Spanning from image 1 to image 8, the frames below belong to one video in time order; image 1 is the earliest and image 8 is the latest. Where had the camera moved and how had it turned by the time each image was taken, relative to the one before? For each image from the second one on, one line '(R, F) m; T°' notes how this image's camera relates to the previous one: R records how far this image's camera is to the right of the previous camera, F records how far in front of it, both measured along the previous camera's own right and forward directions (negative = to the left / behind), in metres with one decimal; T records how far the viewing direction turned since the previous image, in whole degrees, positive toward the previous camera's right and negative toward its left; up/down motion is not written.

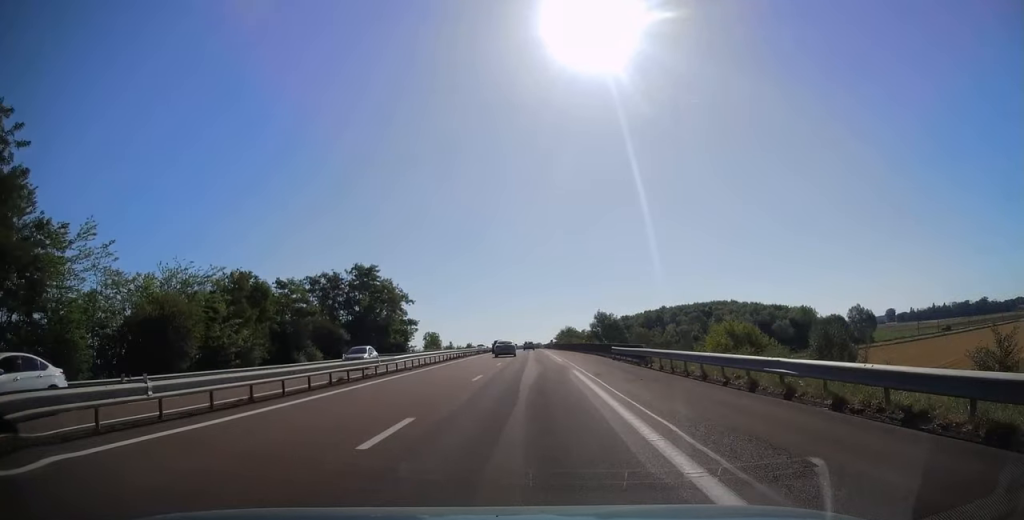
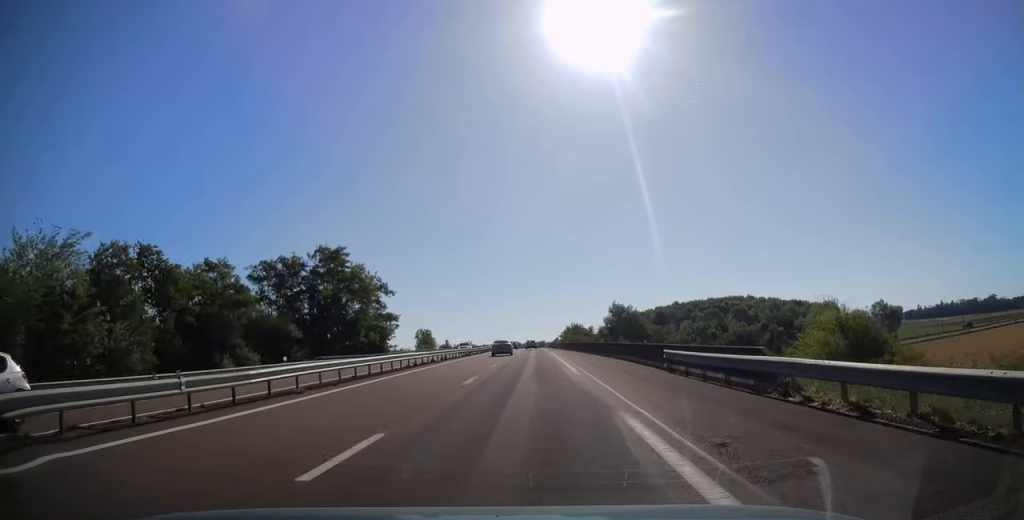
(-0.2, +14.9) m; -1°
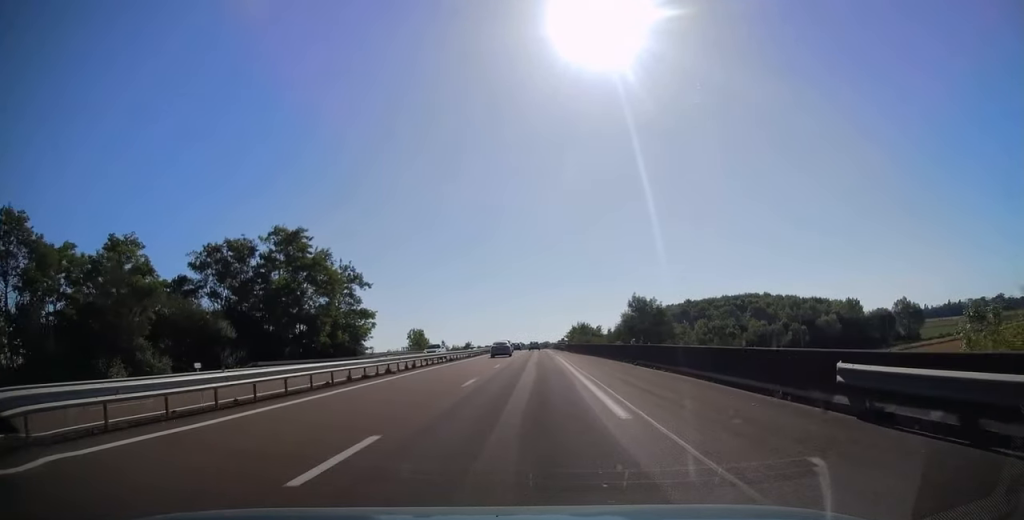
(0.0, +12.8) m; -1°
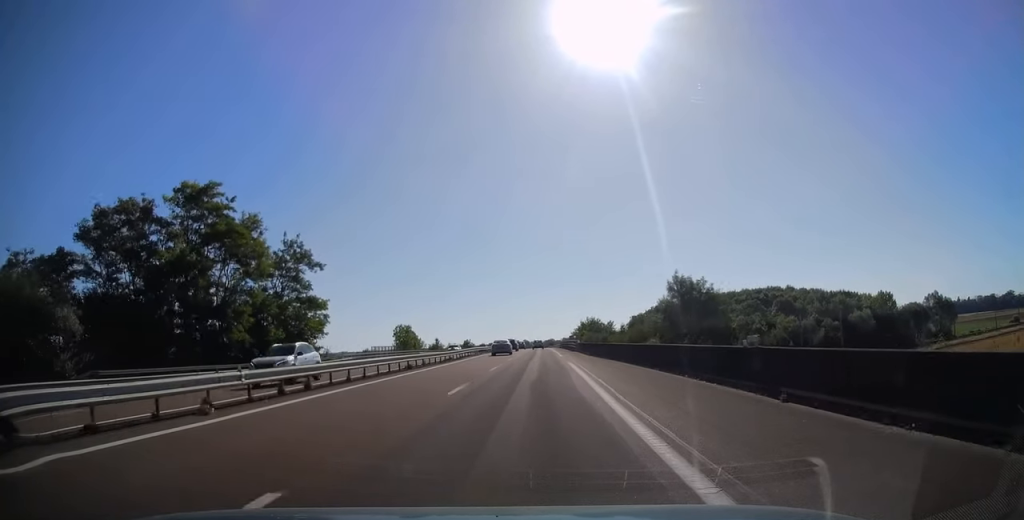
(-0.2, +16.4) m; -1°
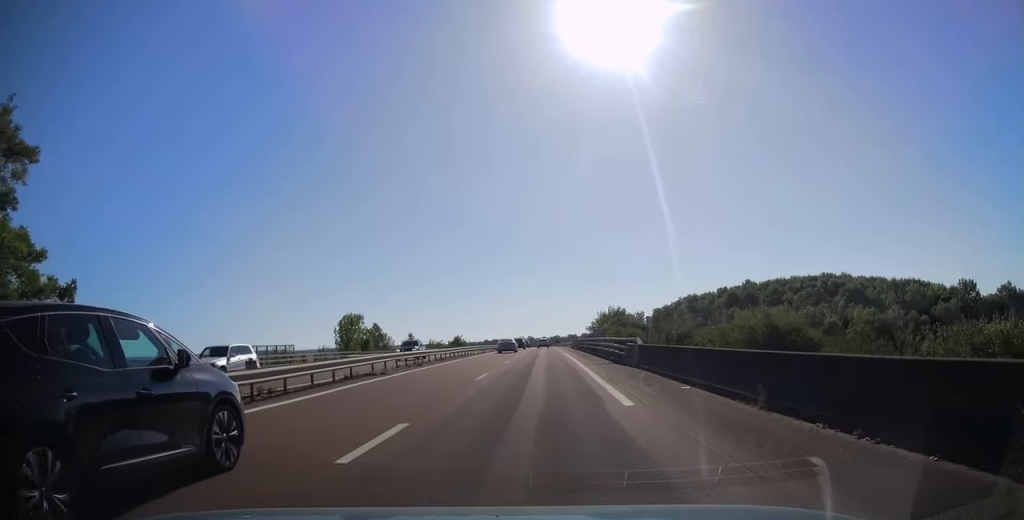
(-0.3, +34.5) m; -1°
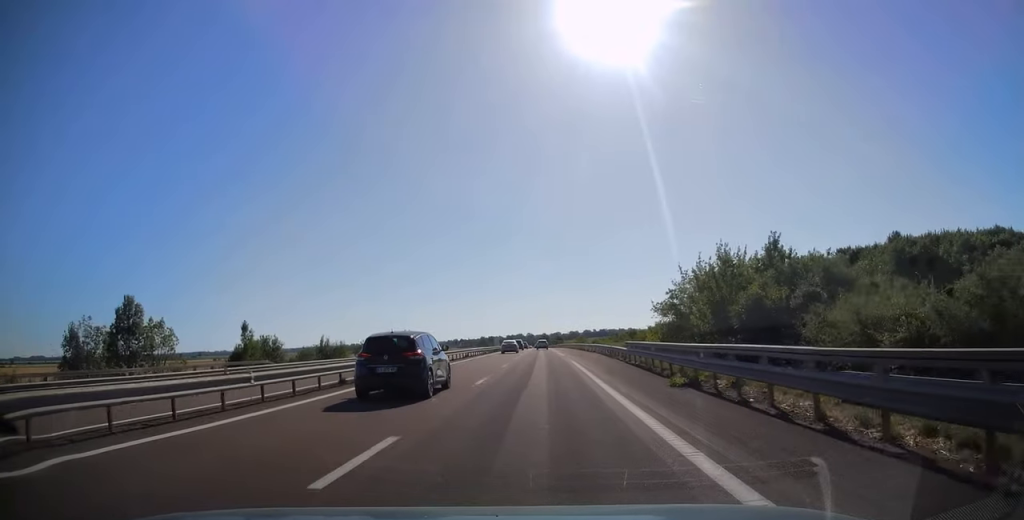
(+0.1, +65.6) m; 0°
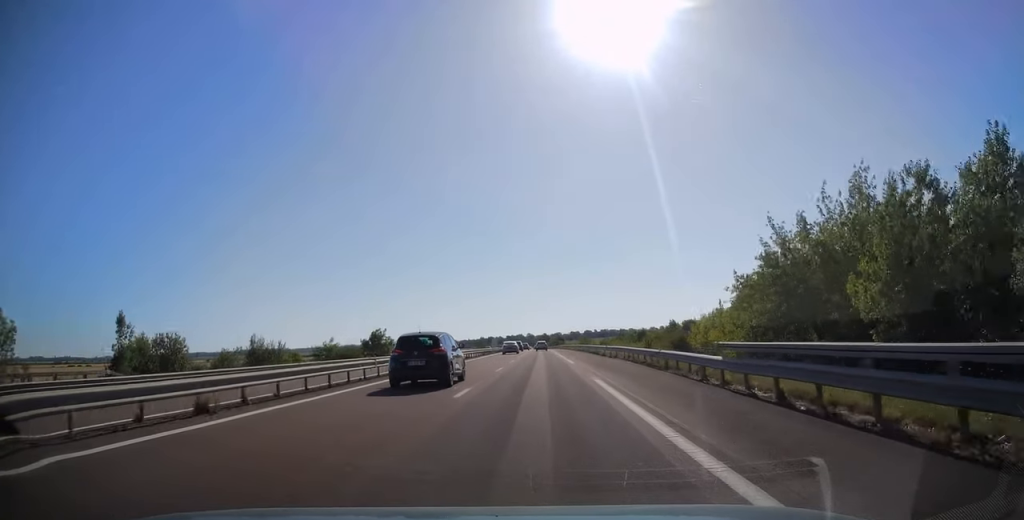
(0.0, +17.1) m; 0°
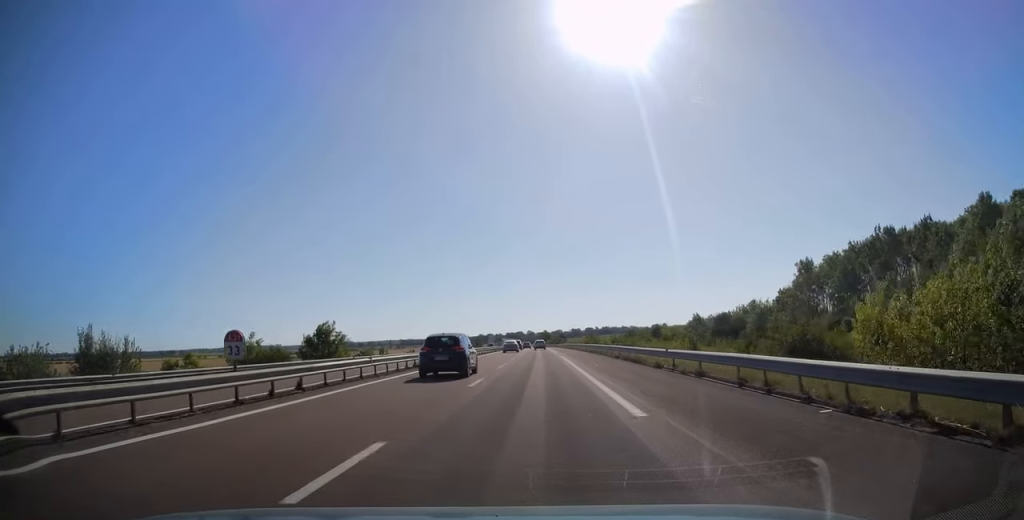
(0.0, +22.2) m; 0°
